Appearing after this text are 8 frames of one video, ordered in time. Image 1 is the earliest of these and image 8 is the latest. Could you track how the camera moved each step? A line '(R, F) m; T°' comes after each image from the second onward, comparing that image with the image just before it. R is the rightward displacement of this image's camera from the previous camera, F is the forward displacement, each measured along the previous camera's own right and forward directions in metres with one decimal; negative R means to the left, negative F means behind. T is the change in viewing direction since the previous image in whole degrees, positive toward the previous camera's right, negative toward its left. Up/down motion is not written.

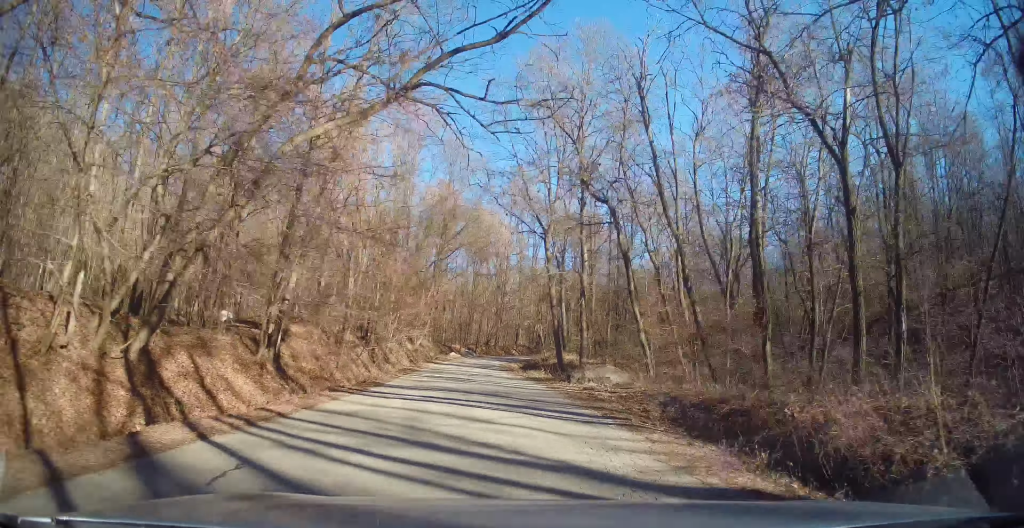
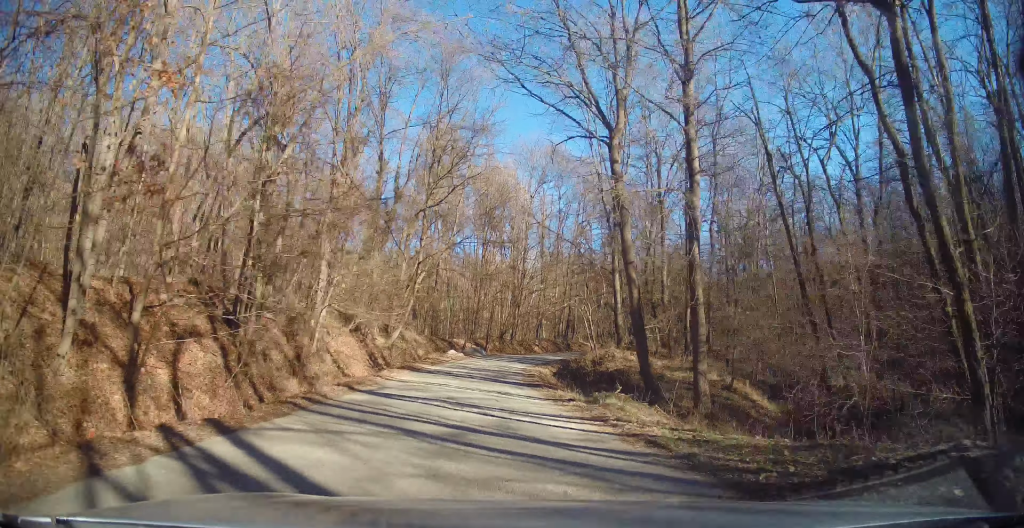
(-0.2, +17.3) m; -2°
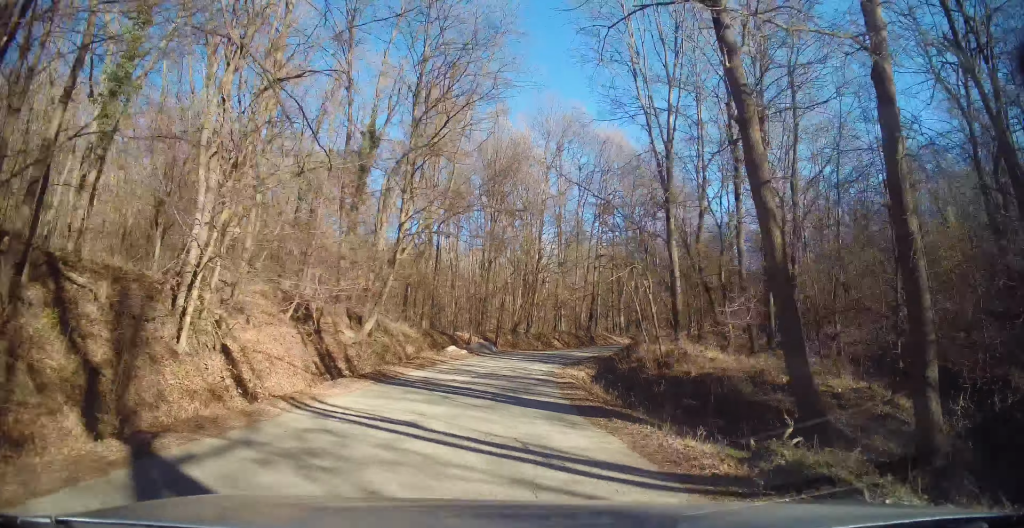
(-0.1, +9.0) m; -1°
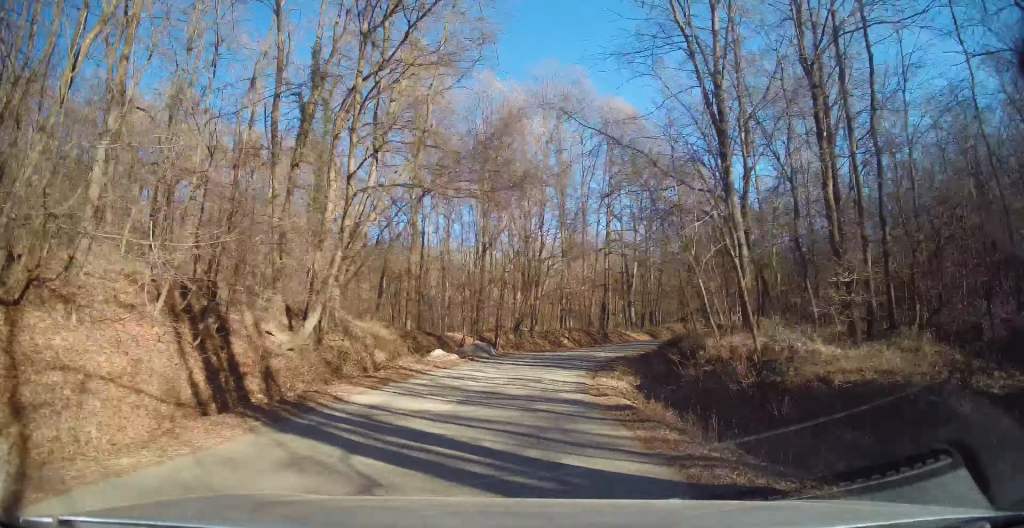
(-0.1, +7.1) m; +1°
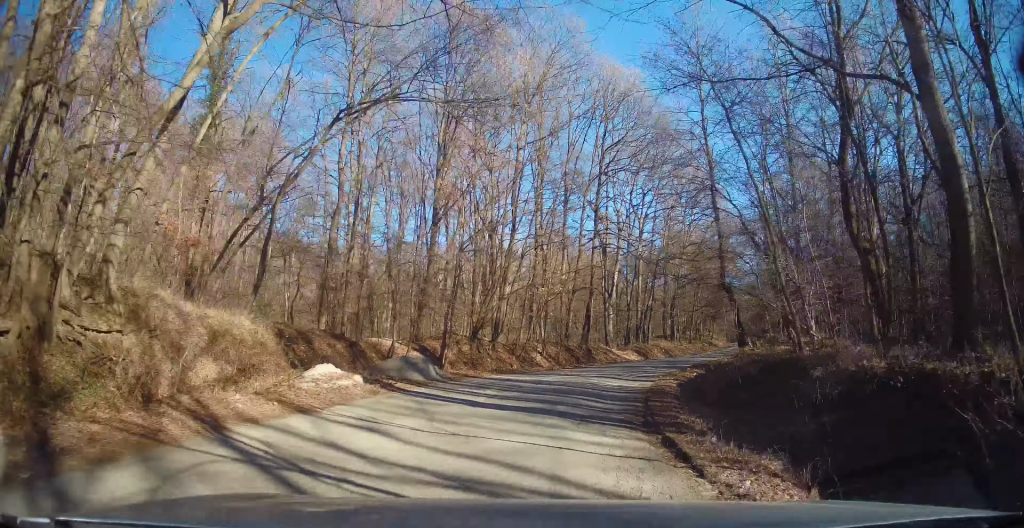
(+0.1, +10.8) m; +5°
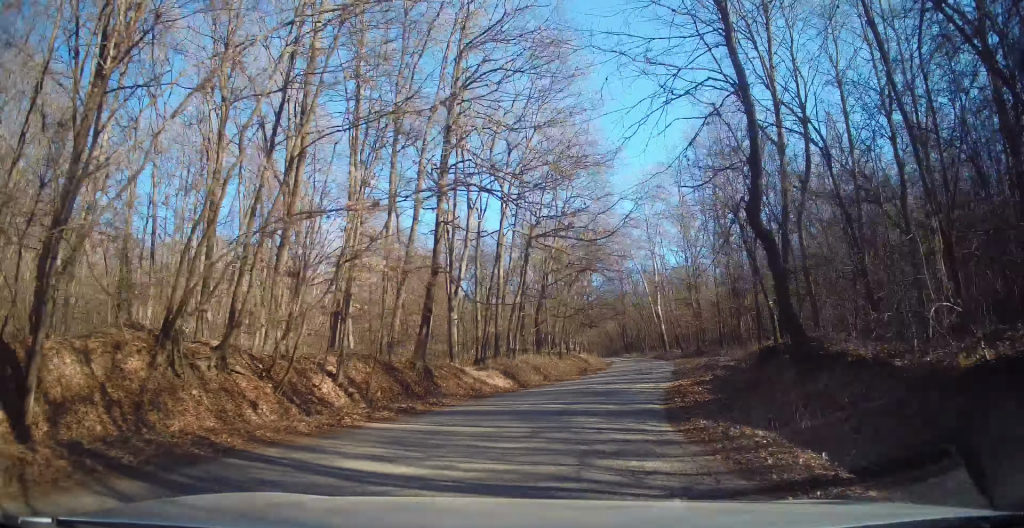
(+1.6, +16.0) m; +14°
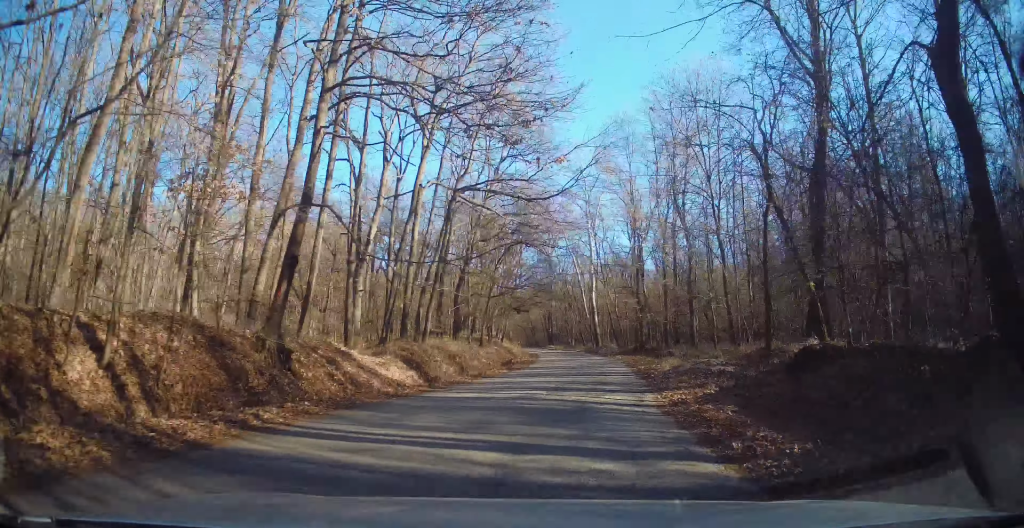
(+0.7, +7.1) m; +10°
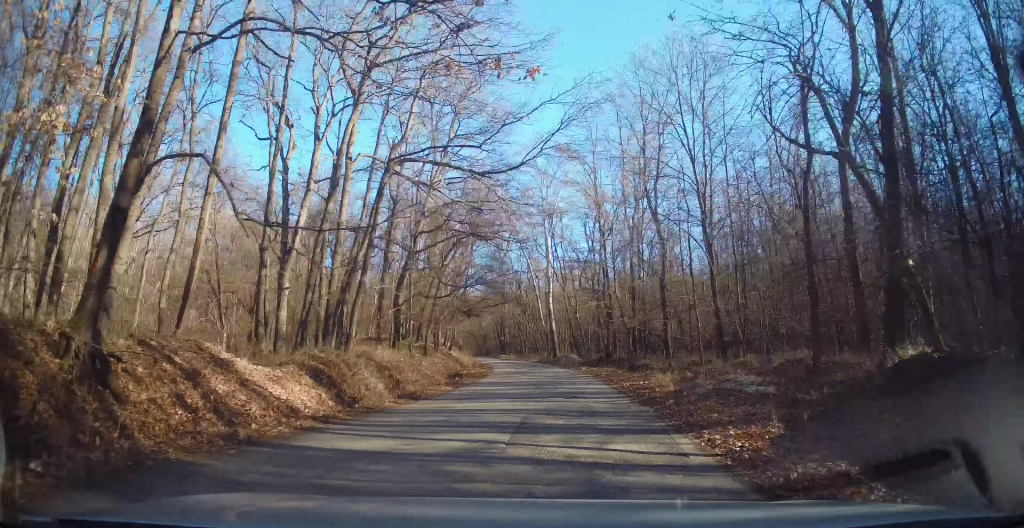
(0.0, +5.0) m; +7°
